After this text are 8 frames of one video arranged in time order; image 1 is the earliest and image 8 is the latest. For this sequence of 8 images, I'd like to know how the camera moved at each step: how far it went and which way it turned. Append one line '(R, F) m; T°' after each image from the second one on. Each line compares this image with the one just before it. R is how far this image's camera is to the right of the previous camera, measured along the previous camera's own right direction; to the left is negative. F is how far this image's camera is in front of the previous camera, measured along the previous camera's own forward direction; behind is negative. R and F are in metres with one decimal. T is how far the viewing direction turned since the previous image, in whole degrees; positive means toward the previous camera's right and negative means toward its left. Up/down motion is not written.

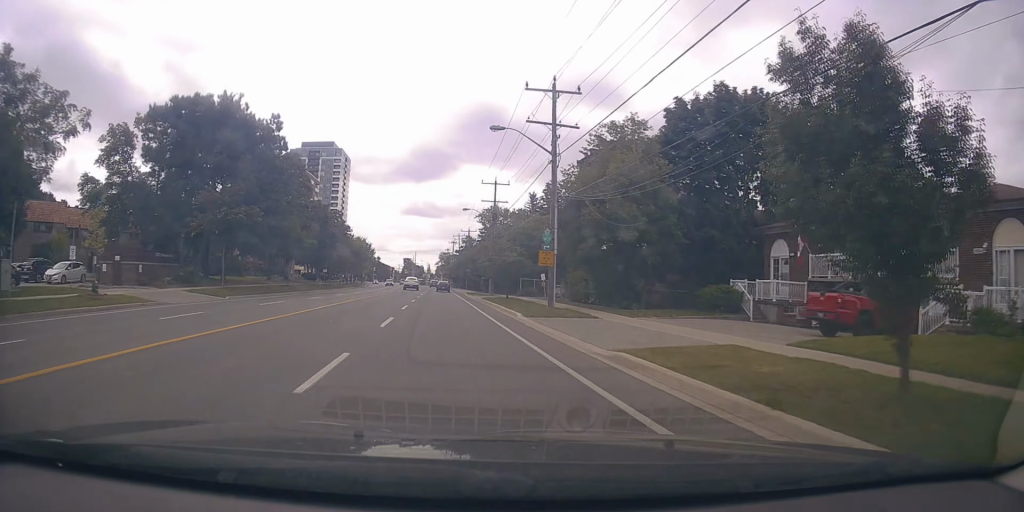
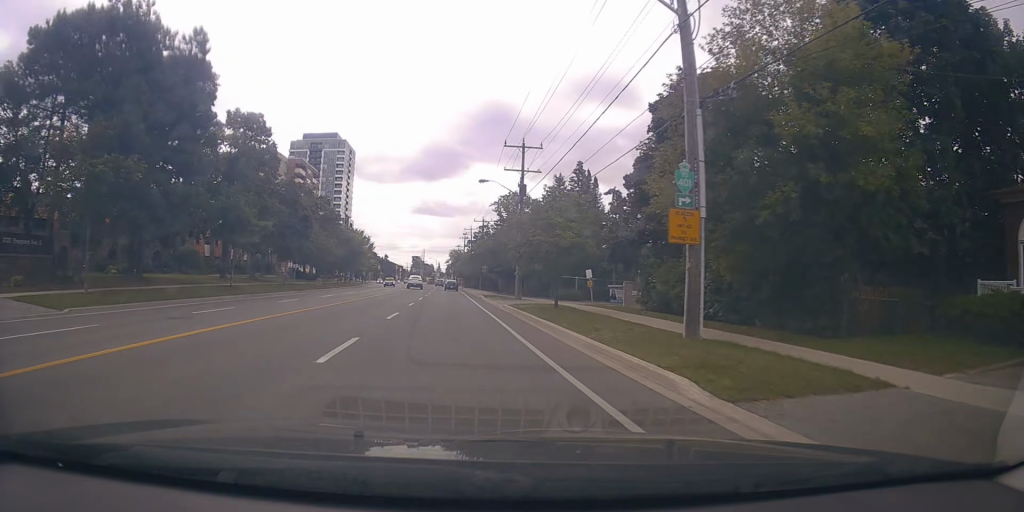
(-1.2, +16.3) m; -2°
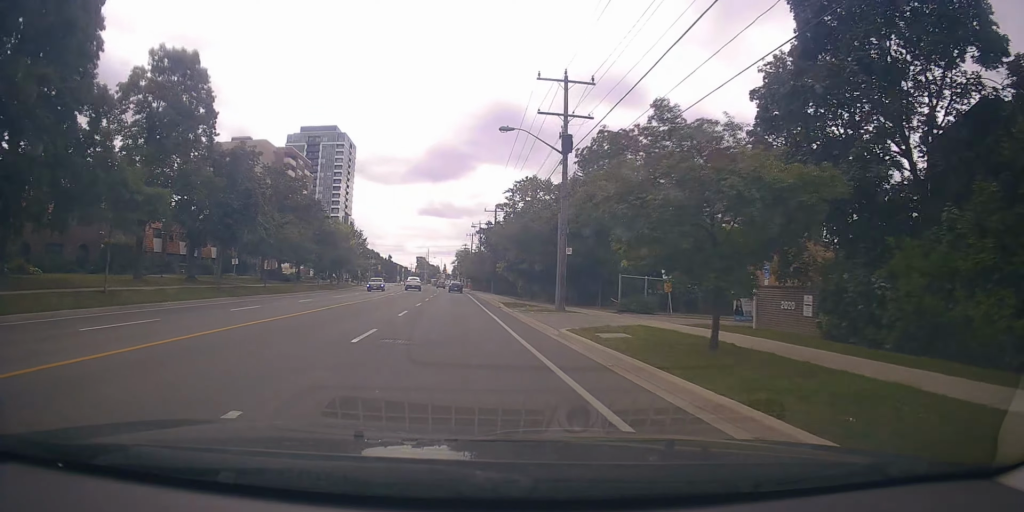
(+0.4, +15.3) m; +2°
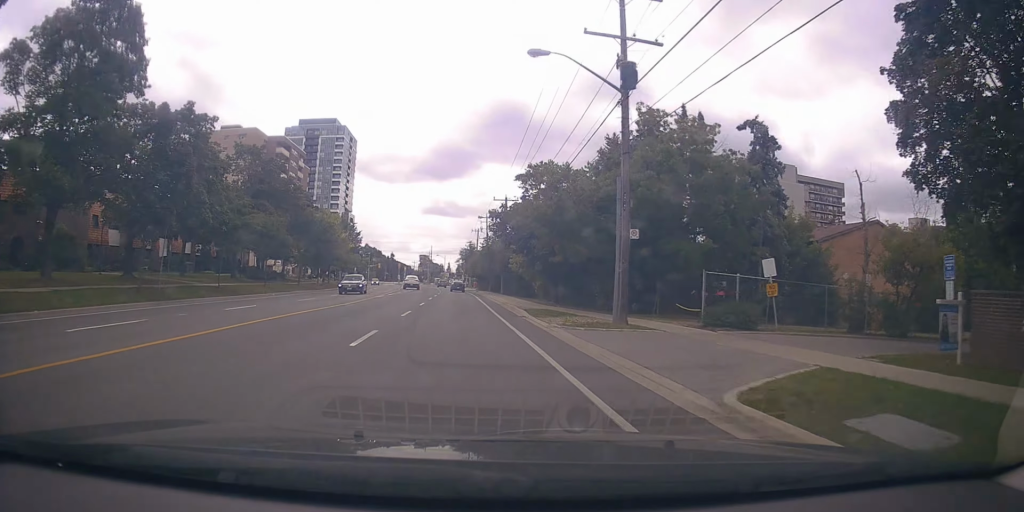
(+0.2, +9.8) m; -1°
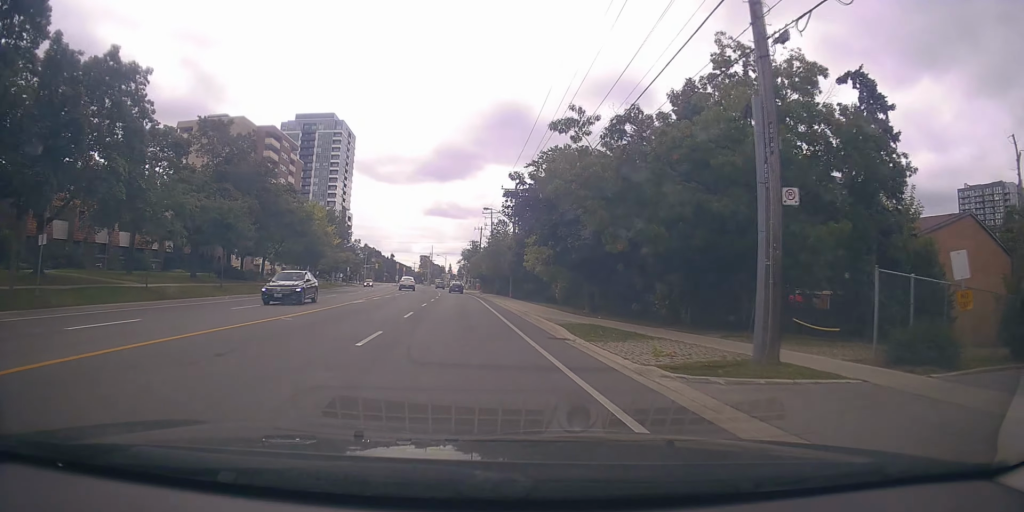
(-0.2, +9.0) m; -1°
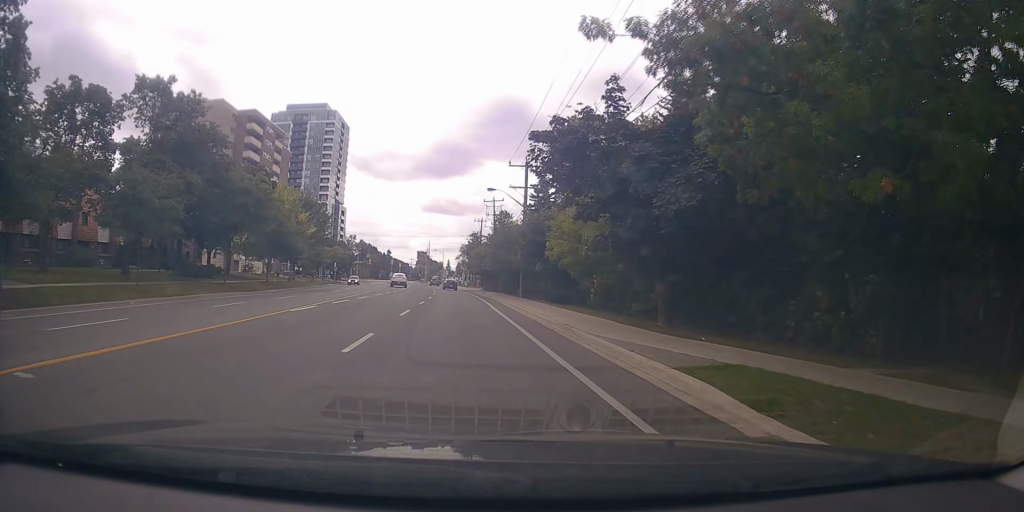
(-0.3, +10.3) m; -1°
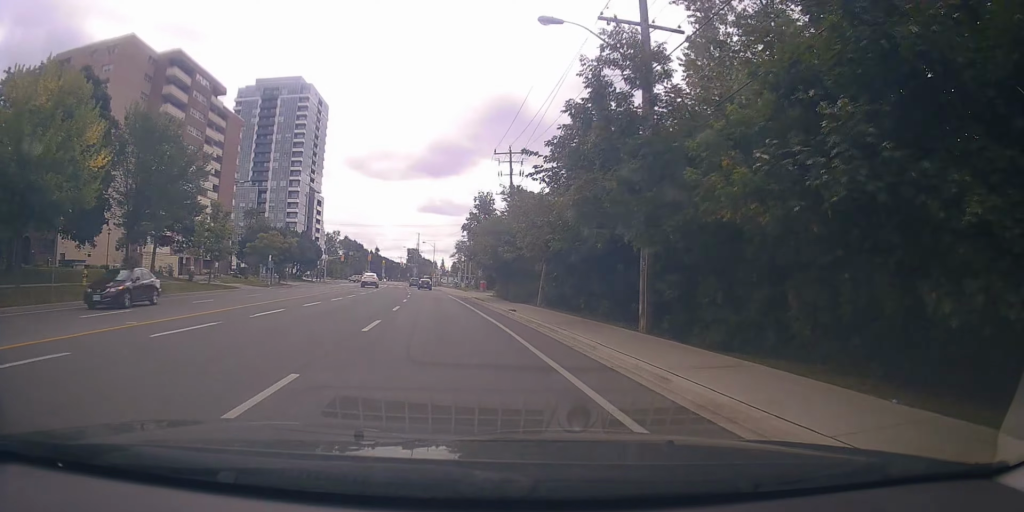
(+0.7, +32.5) m; +1°
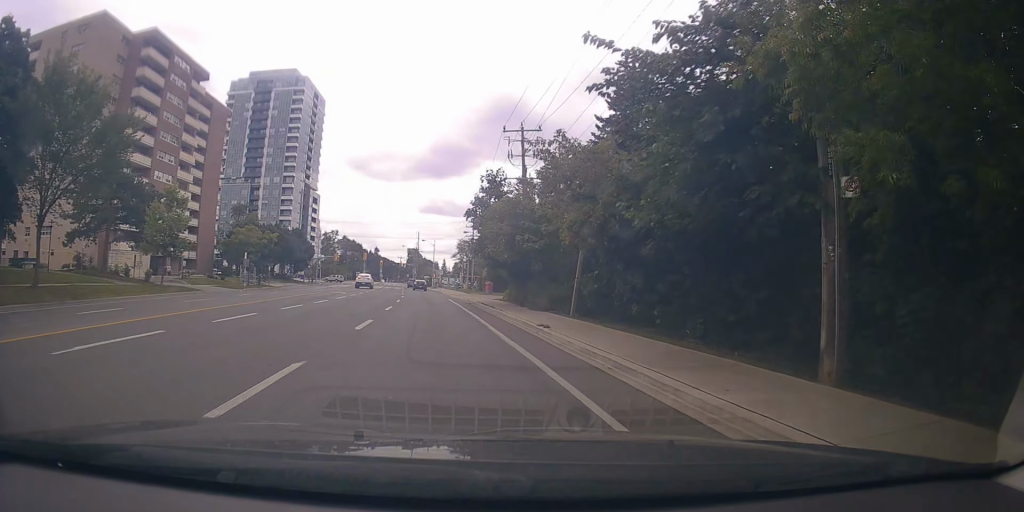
(-0.1, +8.3) m; -1°
